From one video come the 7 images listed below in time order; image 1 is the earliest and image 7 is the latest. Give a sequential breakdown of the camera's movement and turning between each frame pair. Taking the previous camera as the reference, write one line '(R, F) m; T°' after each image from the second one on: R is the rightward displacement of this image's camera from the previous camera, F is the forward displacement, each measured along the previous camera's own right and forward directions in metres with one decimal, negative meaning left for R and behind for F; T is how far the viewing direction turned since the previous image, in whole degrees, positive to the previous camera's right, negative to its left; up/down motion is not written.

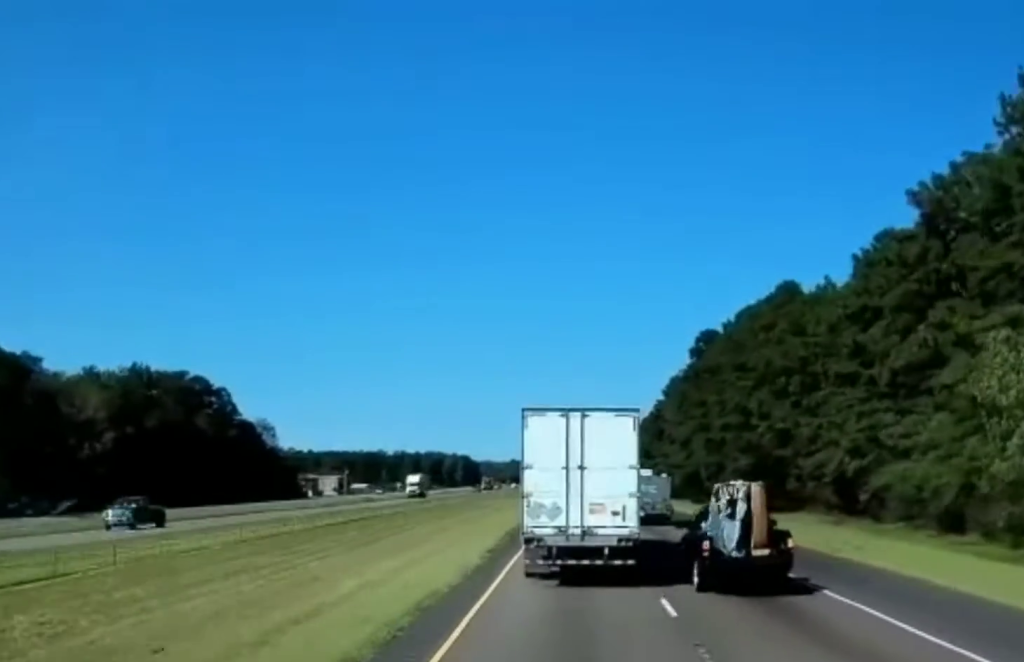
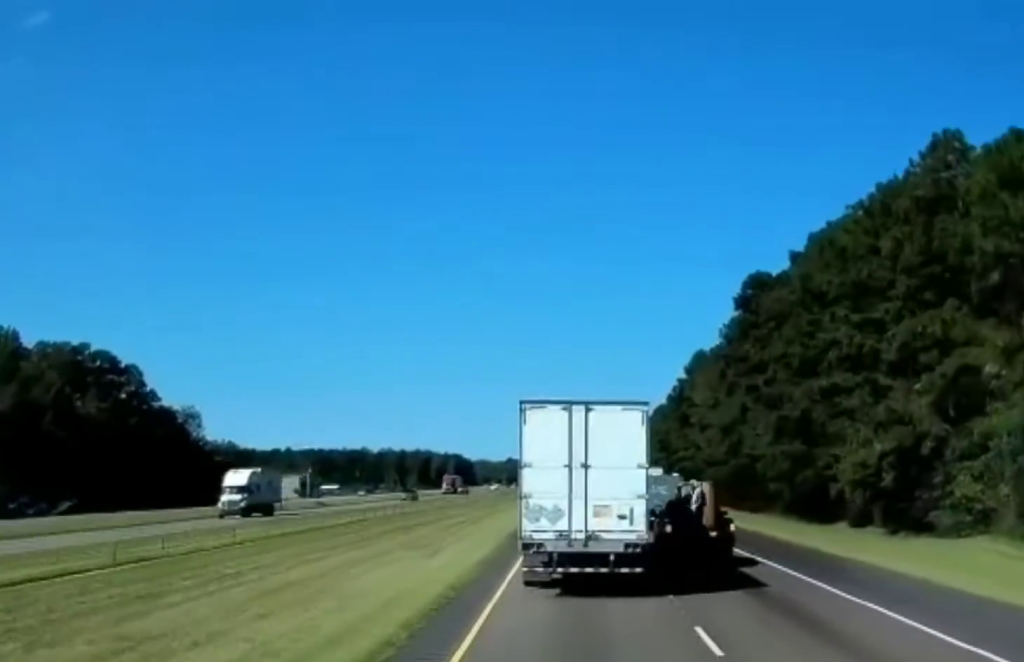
(-0.6, +54.2) m; 0°
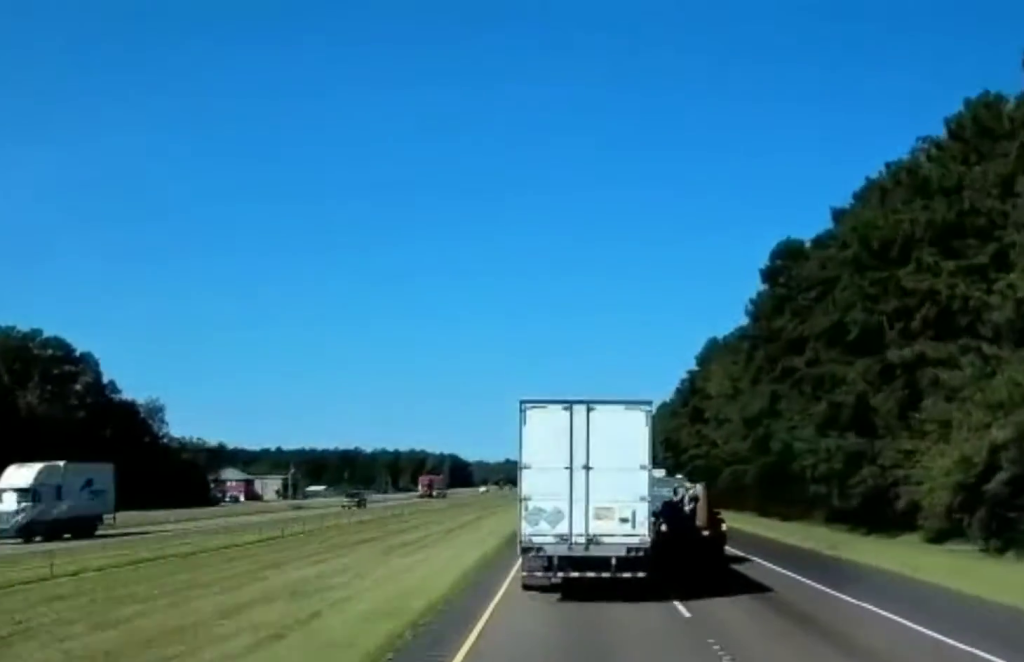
(+0.1, +19.9) m; 0°
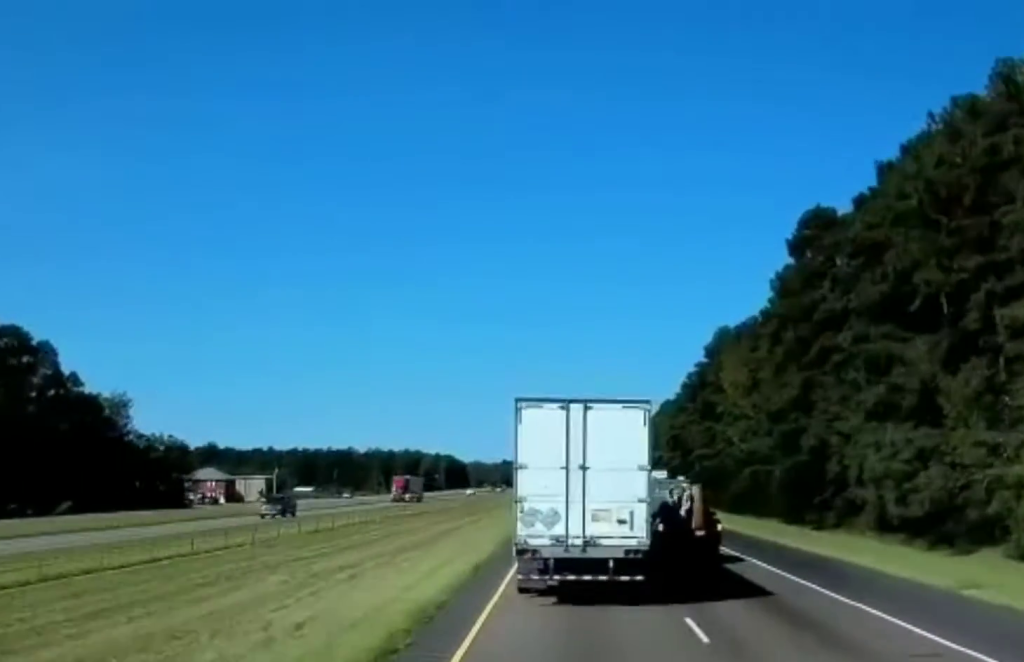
(0.0, +15.5) m; 0°
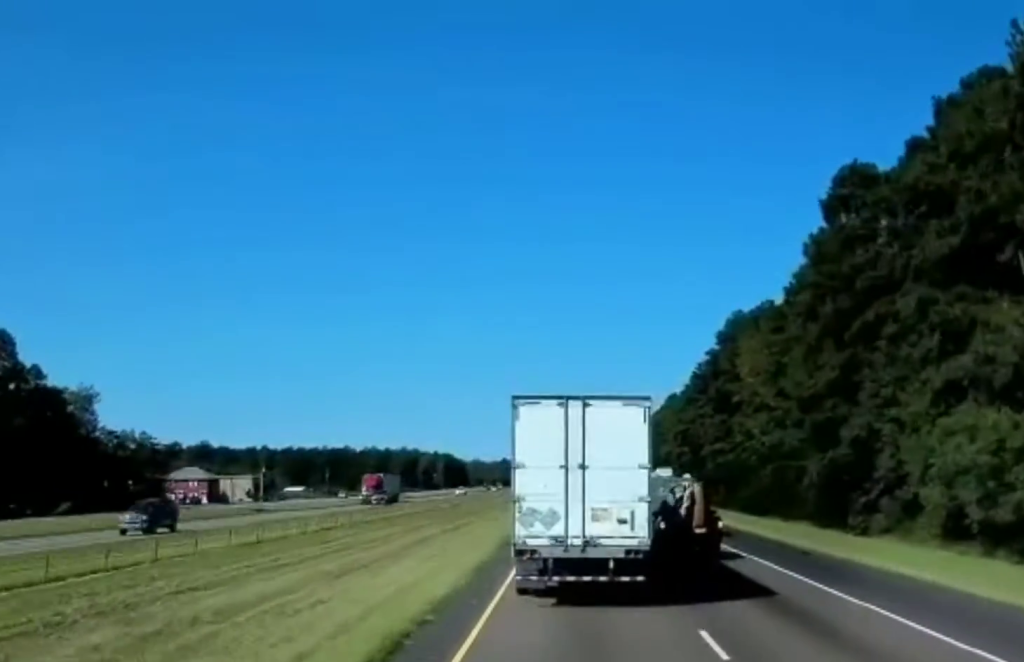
(0.0, +14.4) m; 0°
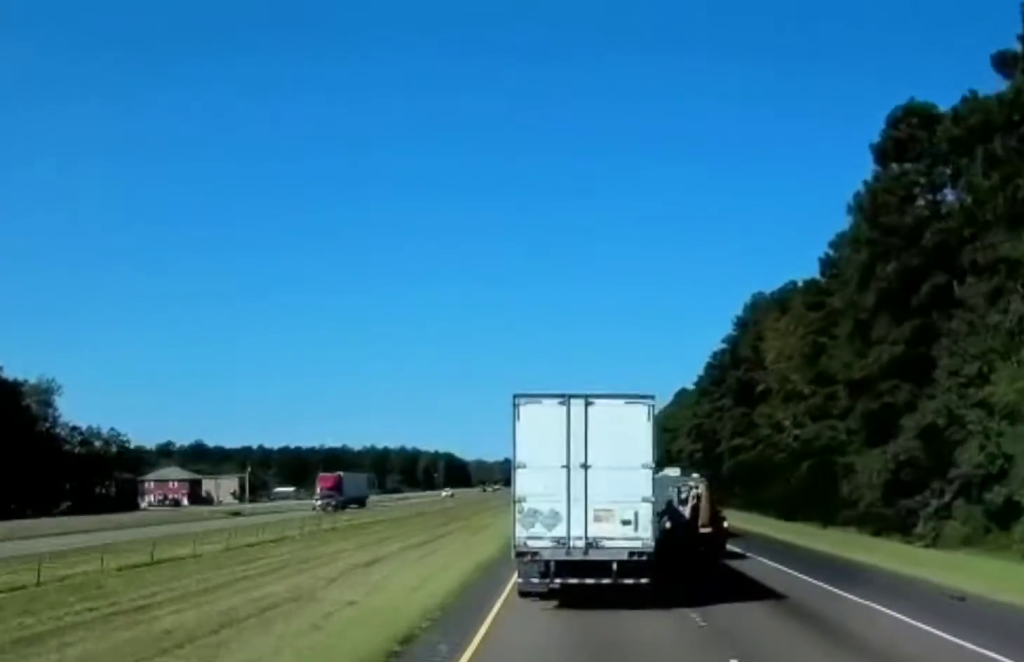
(0.0, +15.5) m; 0°
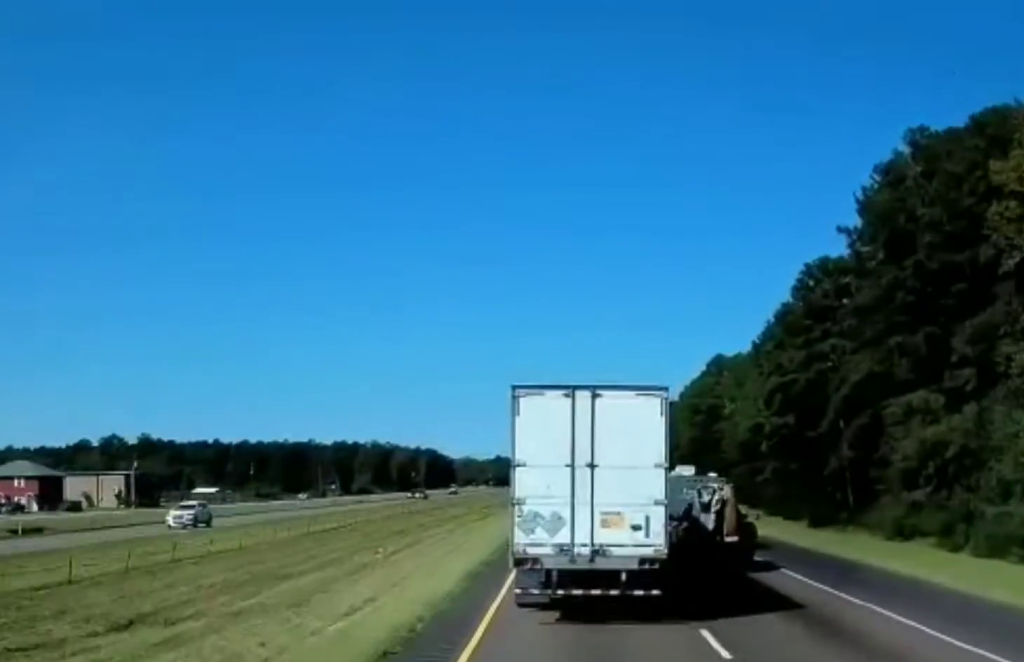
(0.0, +71.2) m; 0°
